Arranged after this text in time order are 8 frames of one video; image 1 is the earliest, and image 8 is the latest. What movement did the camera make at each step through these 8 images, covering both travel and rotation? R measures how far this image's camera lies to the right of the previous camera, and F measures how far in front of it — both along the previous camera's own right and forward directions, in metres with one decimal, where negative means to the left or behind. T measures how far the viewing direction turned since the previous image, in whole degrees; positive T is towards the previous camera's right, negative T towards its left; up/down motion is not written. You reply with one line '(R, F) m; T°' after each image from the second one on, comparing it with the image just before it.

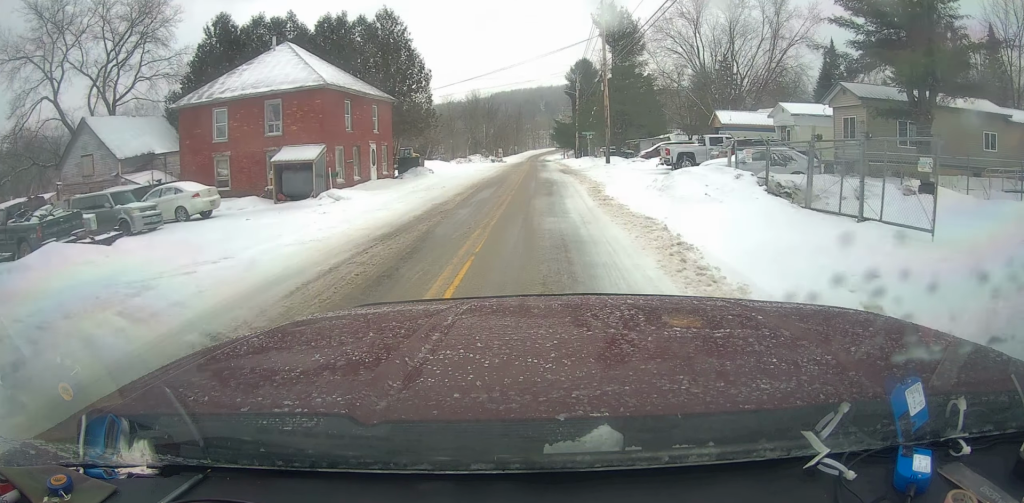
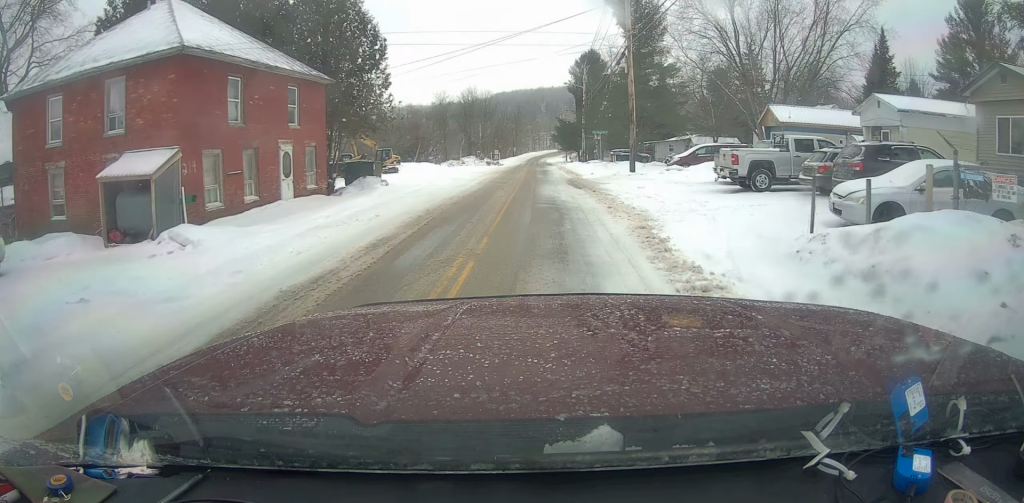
(+0.1, +10.3) m; 0°
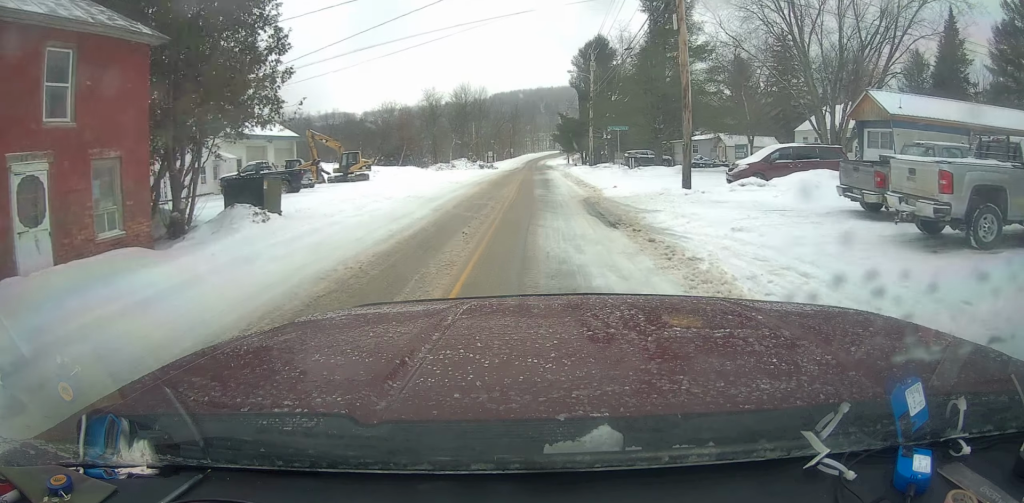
(+0.1, +10.9) m; 0°
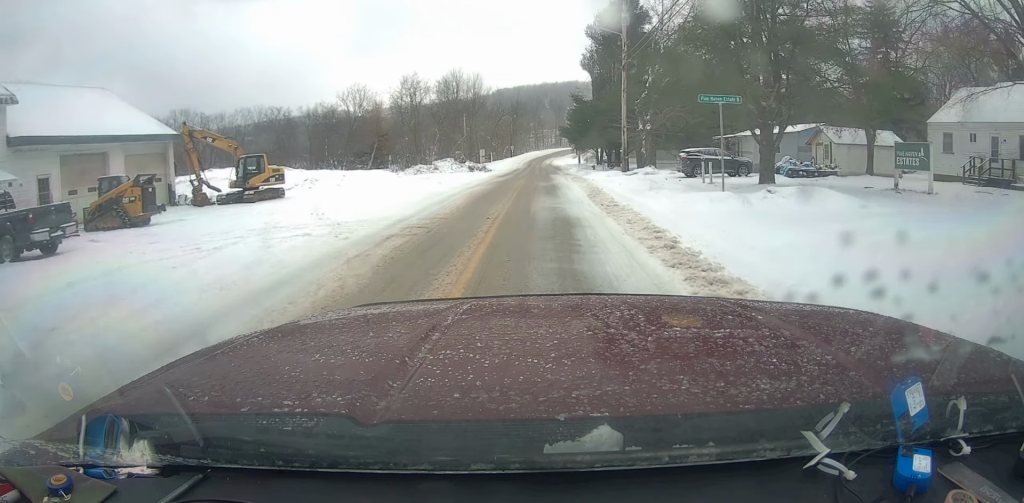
(-0.3, +19.3) m; -1°
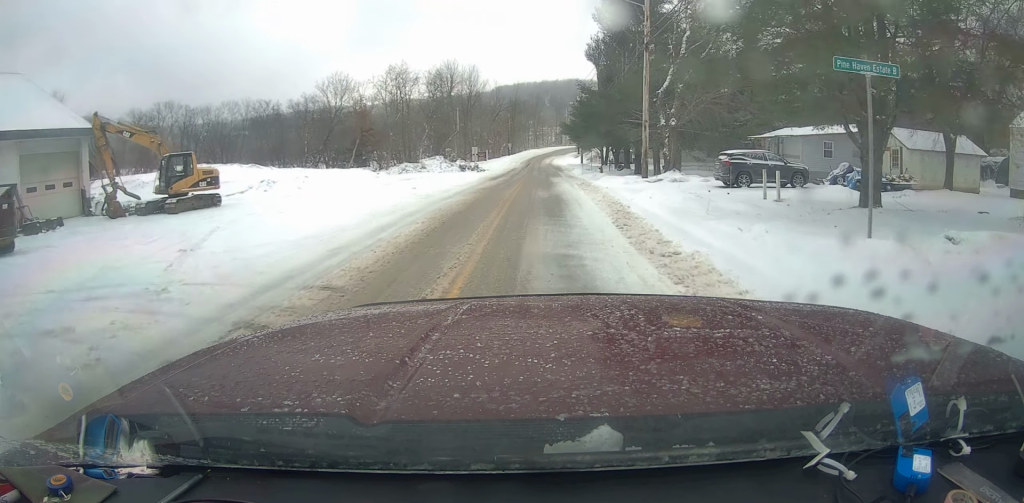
(0.0, +7.5) m; 0°
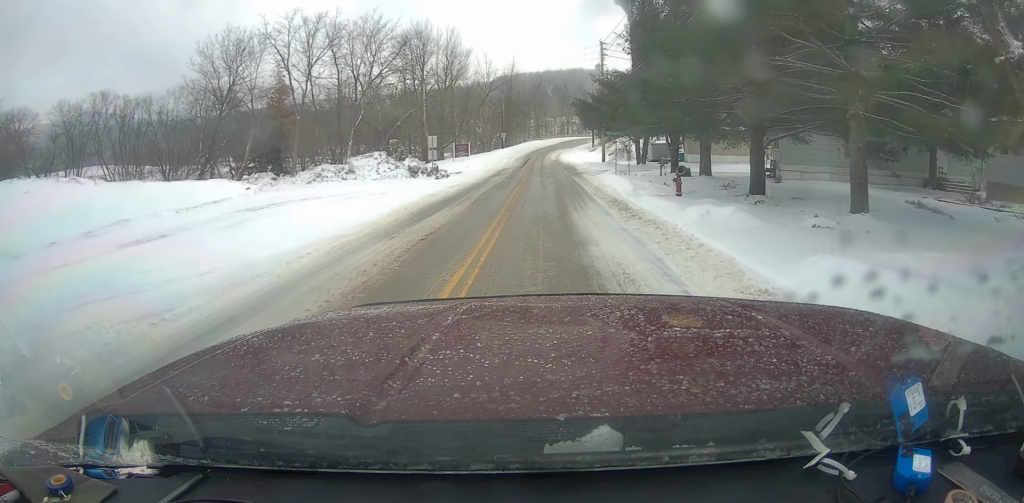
(-0.2, +26.6) m; 0°
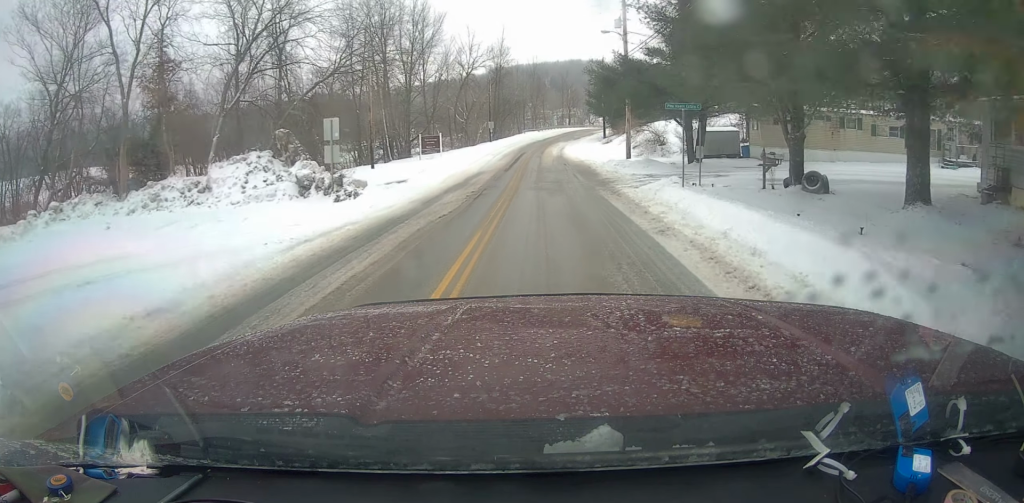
(+0.1, +18.3) m; +1°
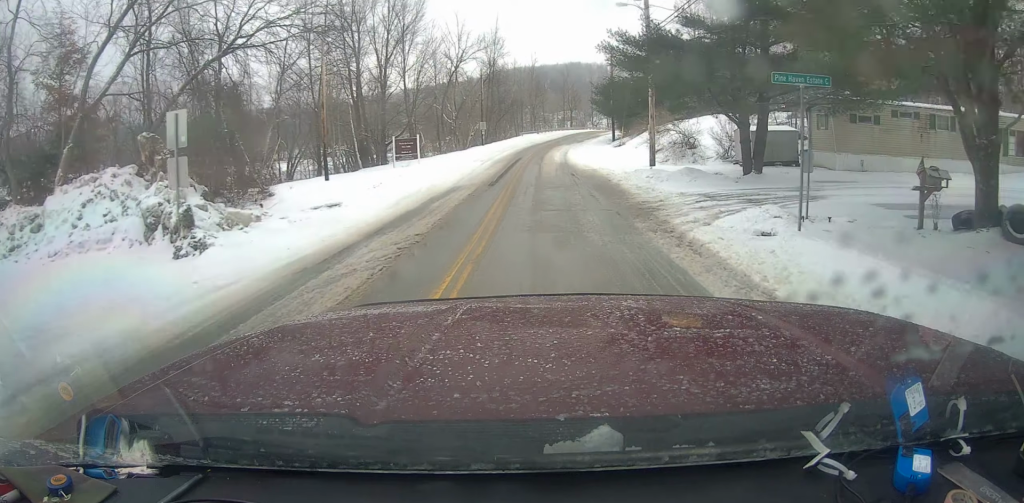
(+0.1, +9.1) m; 0°
